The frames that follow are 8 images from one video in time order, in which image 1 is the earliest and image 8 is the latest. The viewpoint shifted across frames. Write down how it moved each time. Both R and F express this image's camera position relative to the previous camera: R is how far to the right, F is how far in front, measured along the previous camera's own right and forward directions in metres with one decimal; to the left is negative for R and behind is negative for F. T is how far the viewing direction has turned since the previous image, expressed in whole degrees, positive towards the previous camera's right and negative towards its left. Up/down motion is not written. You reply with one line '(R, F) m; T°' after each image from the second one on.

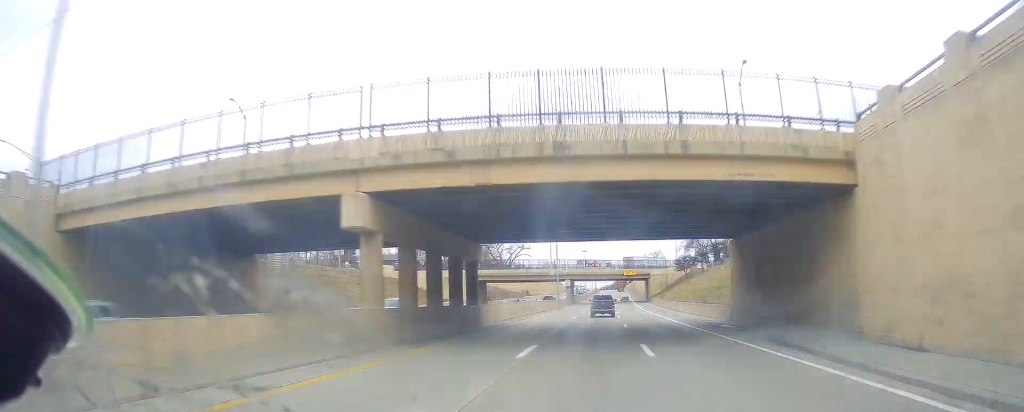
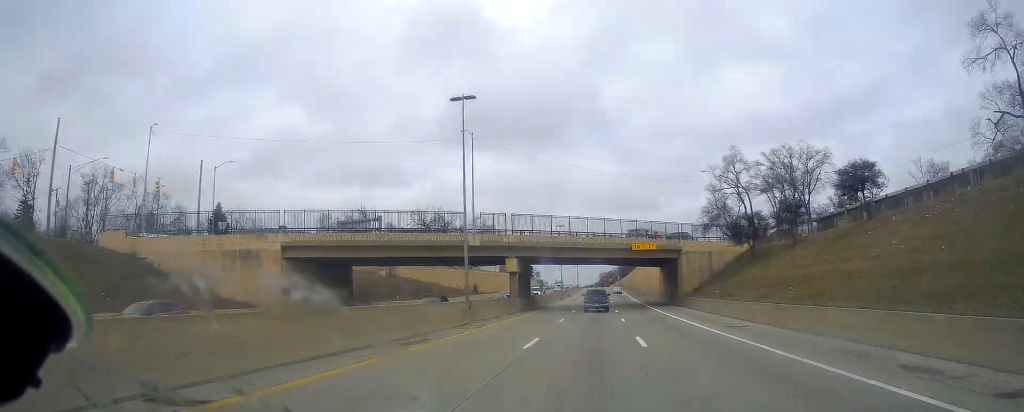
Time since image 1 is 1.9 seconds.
(+0.4, +59.2) m; +2°
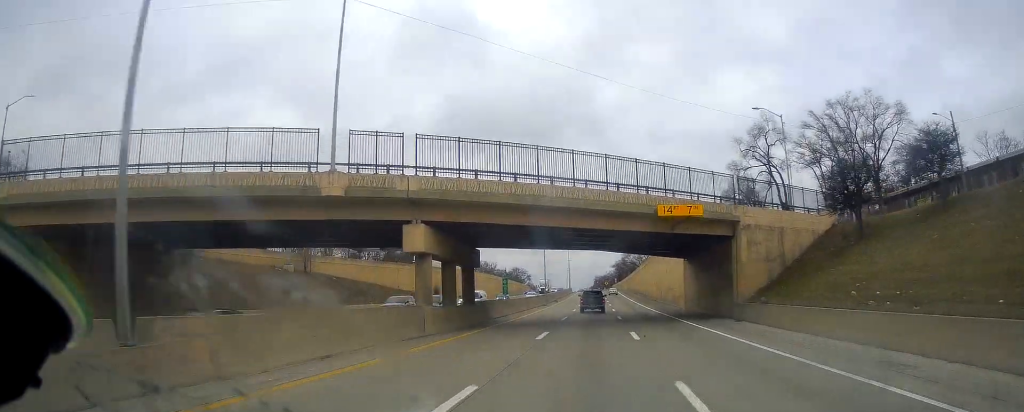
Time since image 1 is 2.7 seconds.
(0.0, +26.8) m; 0°
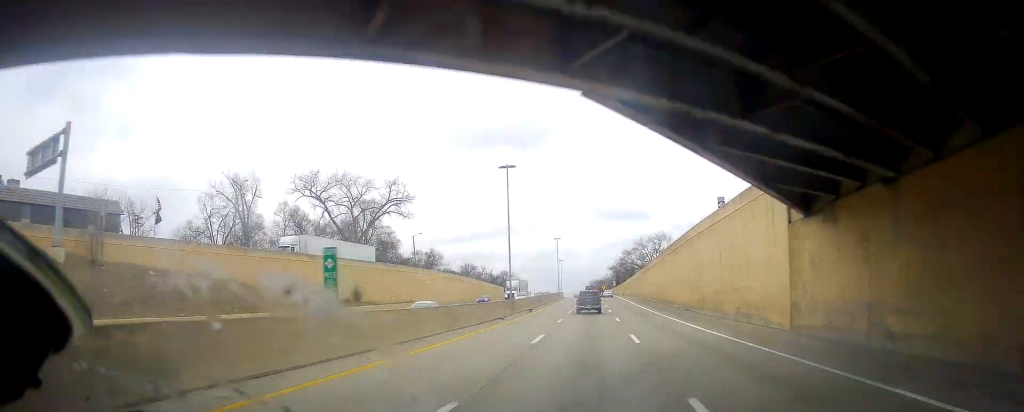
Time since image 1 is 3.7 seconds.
(0.0, +32.0) m; +1°
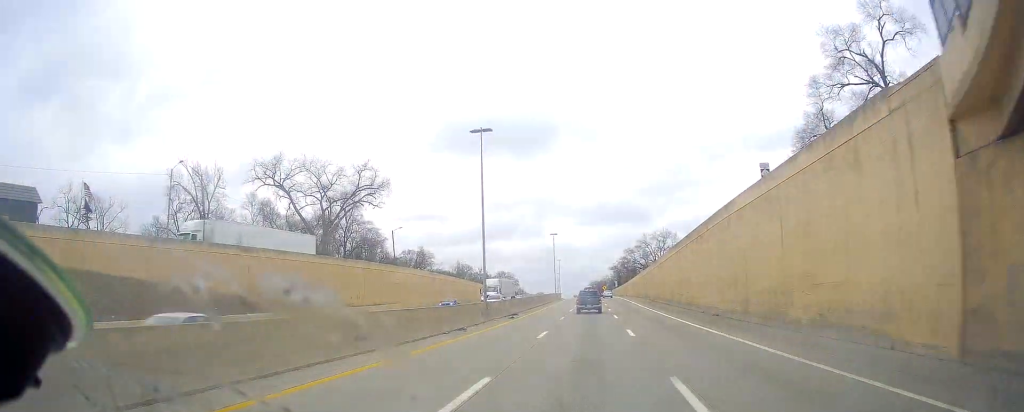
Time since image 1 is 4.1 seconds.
(+0.3, +12.8) m; +1°
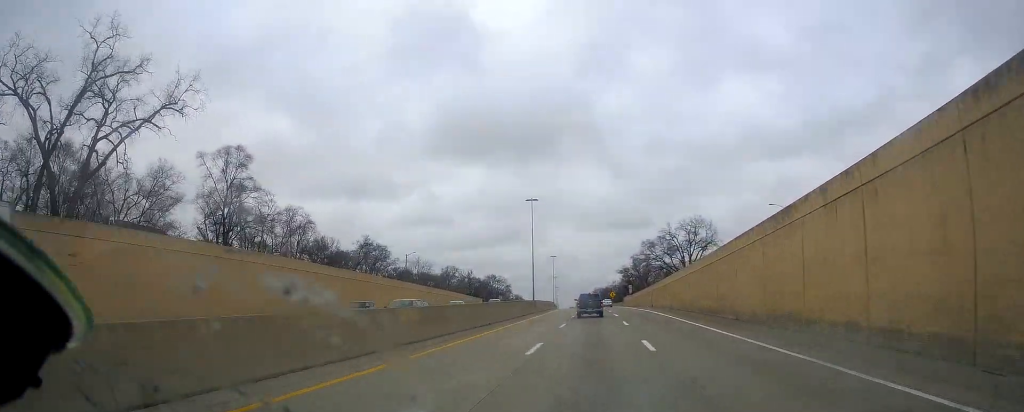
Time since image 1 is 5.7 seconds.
(+0.8, +51.5) m; -1°
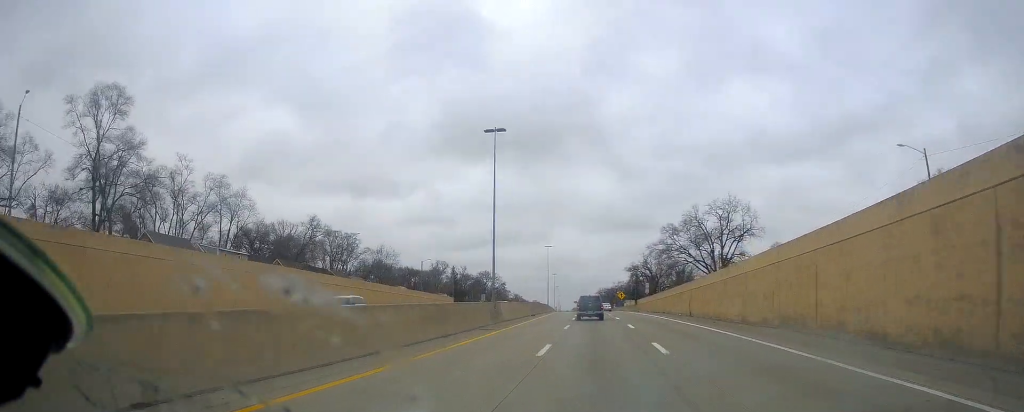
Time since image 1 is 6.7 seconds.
(-0.8, +31.1) m; -1°
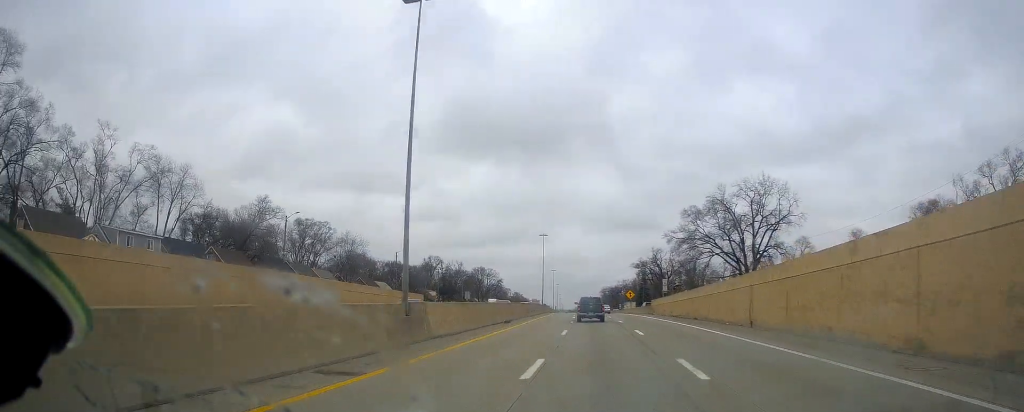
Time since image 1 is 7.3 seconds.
(+0.2, +20.3) m; 0°
